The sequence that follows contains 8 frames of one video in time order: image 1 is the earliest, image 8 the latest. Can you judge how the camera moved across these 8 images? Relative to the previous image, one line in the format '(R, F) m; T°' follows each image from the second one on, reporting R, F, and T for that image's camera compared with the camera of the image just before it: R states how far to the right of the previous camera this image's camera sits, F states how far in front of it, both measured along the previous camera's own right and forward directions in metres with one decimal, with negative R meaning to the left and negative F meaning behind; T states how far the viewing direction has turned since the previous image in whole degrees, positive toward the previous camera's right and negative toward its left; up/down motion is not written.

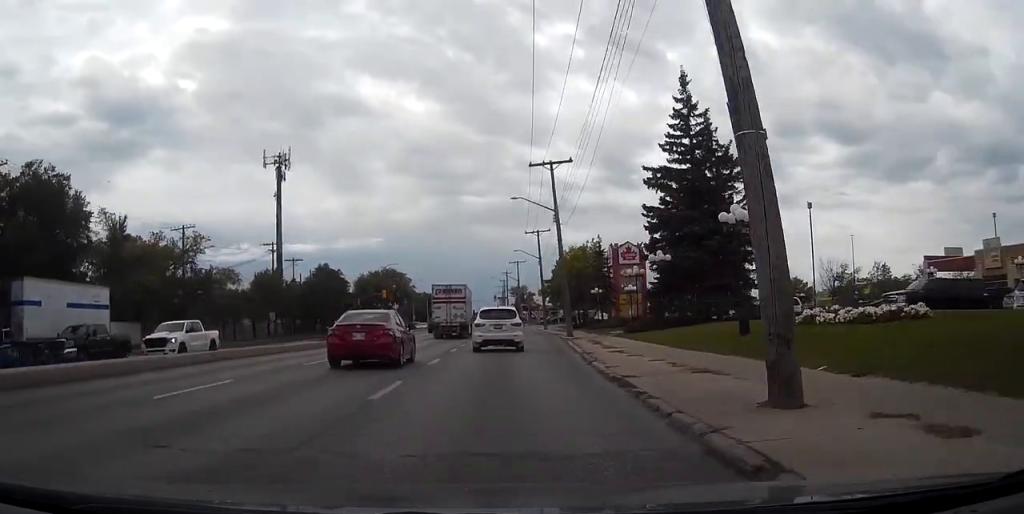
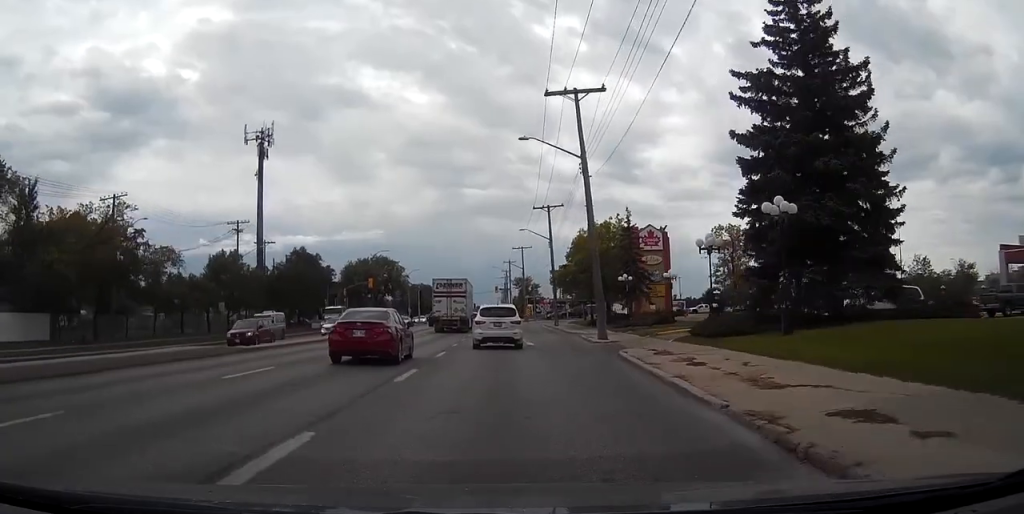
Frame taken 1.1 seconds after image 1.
(0.0, +15.4) m; -1°
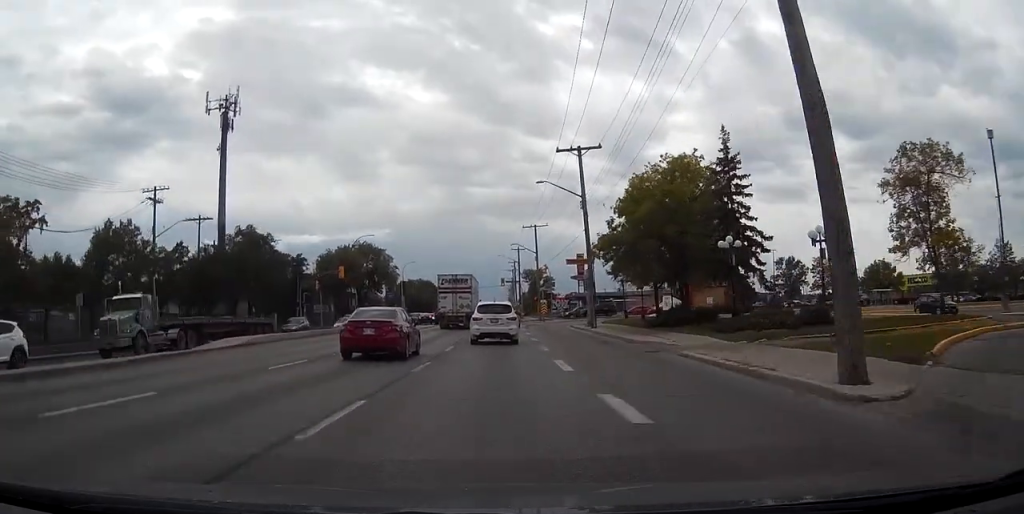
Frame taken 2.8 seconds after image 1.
(-0.5, +25.2) m; -1°
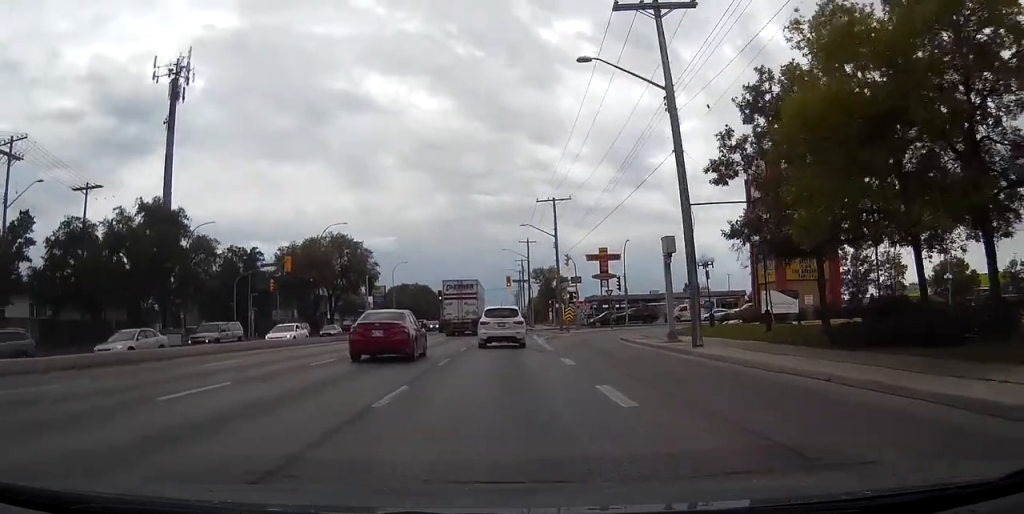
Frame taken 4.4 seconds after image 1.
(+0.1, +24.6) m; +1°
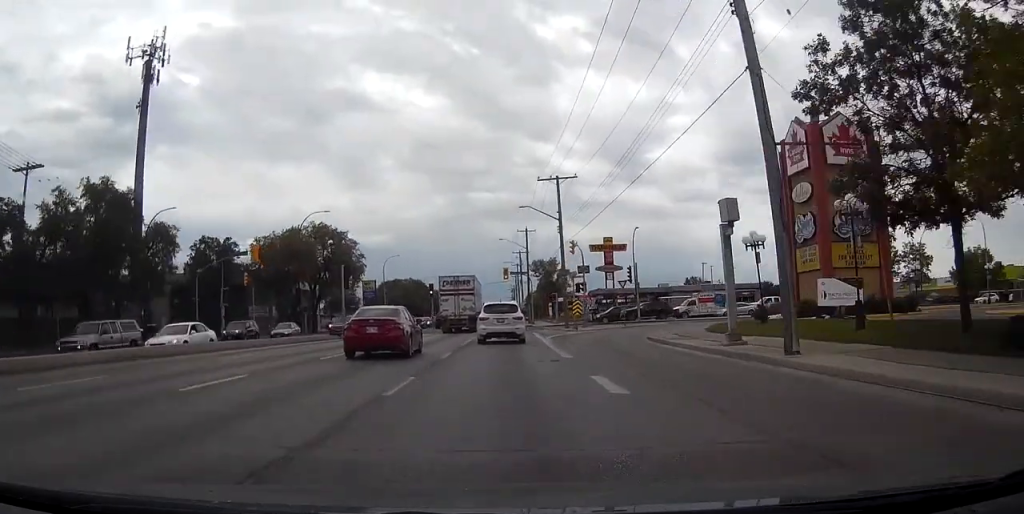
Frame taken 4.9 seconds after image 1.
(+0.1, +8.1) m; 0°
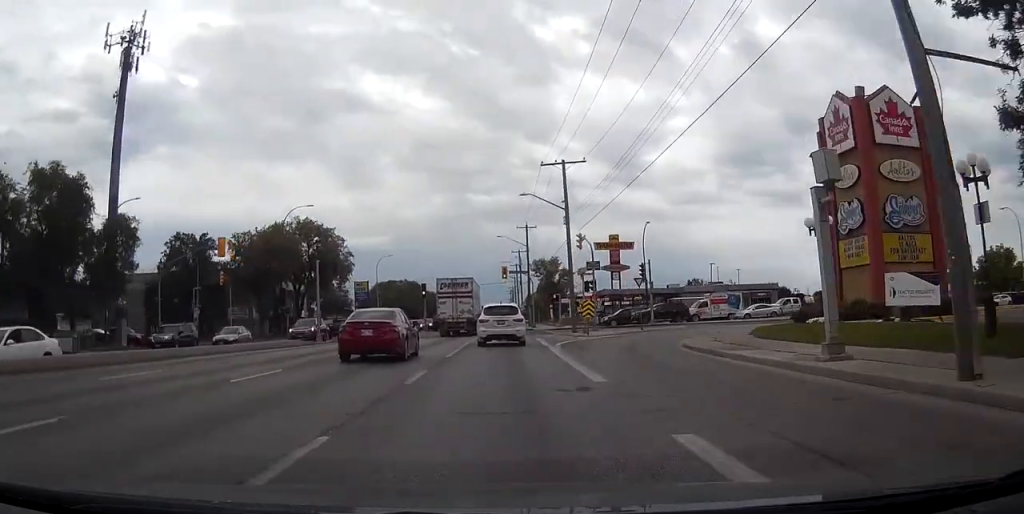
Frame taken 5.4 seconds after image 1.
(0.0, +6.6) m; 0°
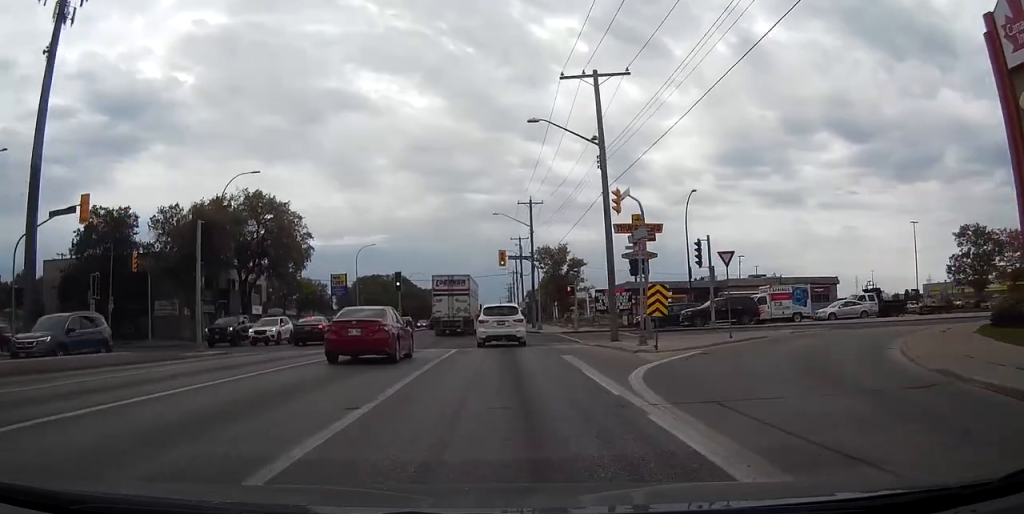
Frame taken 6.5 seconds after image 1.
(0.0, +18.0) m; 0°
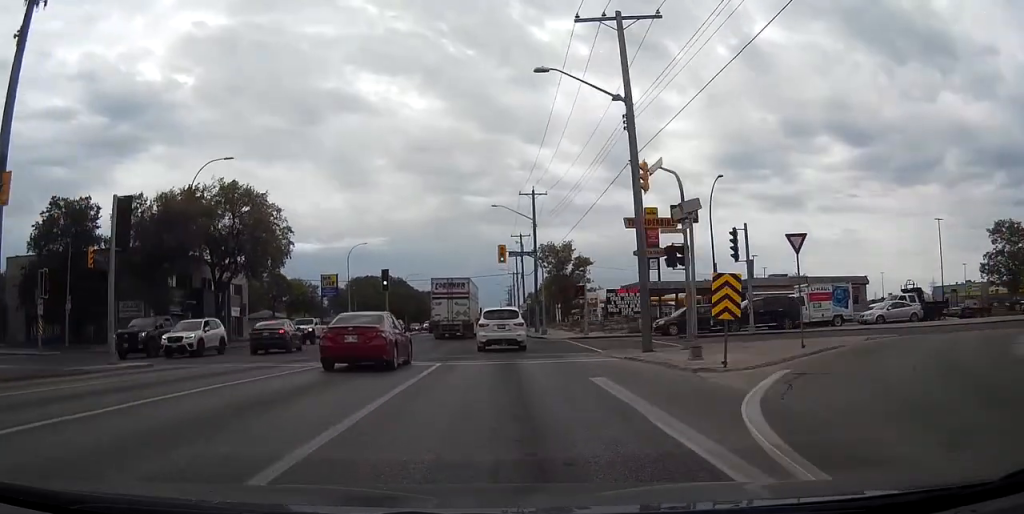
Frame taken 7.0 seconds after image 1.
(0.0, +6.7) m; 0°
